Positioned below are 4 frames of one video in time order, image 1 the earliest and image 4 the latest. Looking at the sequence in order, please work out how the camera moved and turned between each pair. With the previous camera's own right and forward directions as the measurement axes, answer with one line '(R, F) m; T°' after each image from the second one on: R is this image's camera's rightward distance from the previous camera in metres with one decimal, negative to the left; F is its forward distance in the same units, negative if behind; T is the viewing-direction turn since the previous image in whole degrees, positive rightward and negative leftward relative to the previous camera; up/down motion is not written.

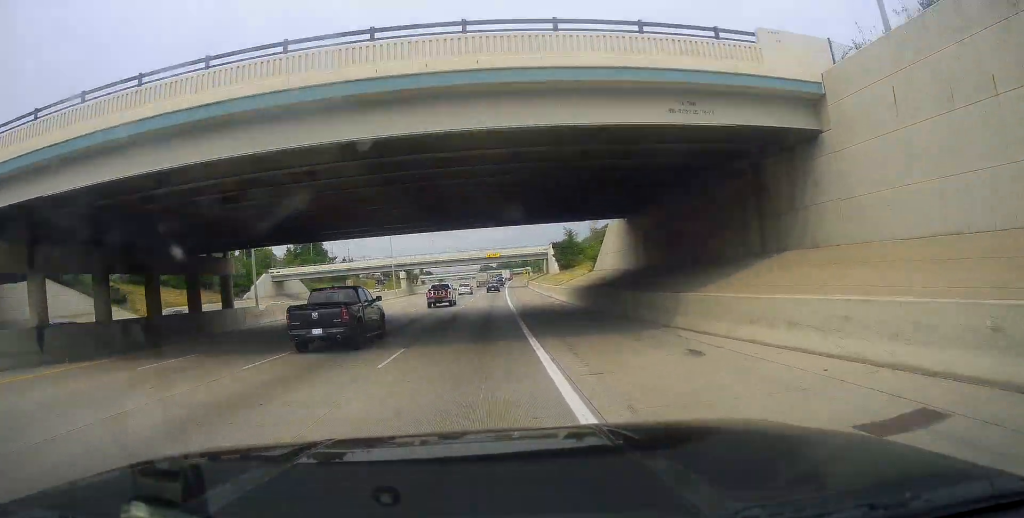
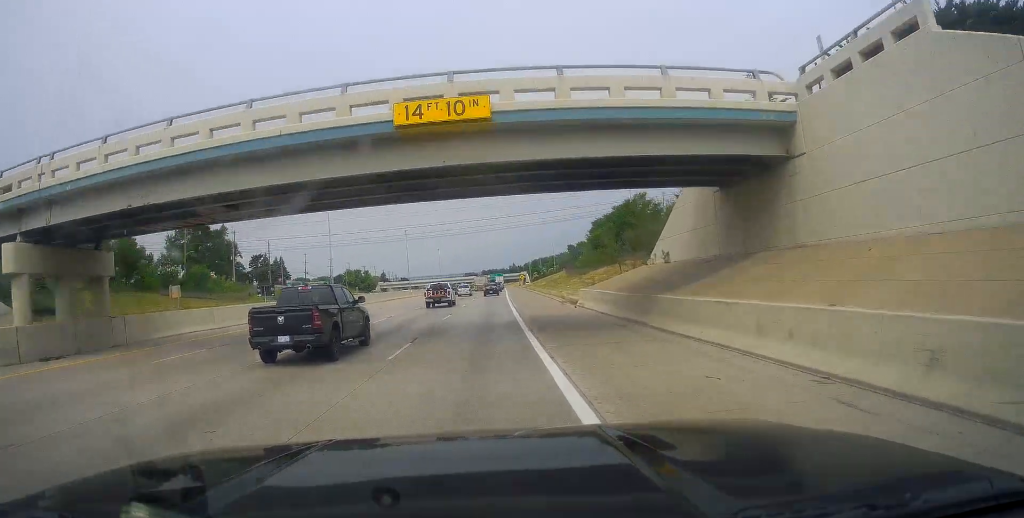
(+2.3, +89.6) m; +2°
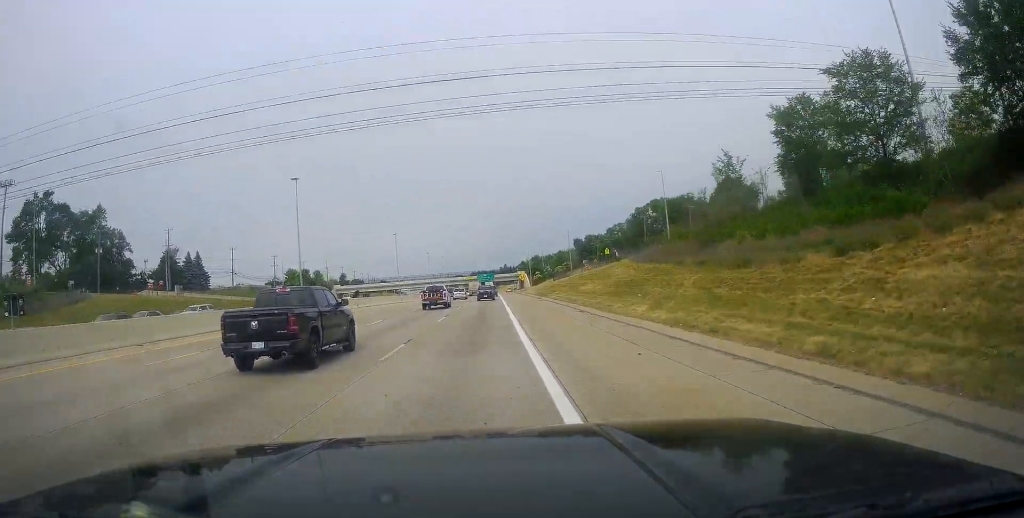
(-0.5, +61.6) m; +1°
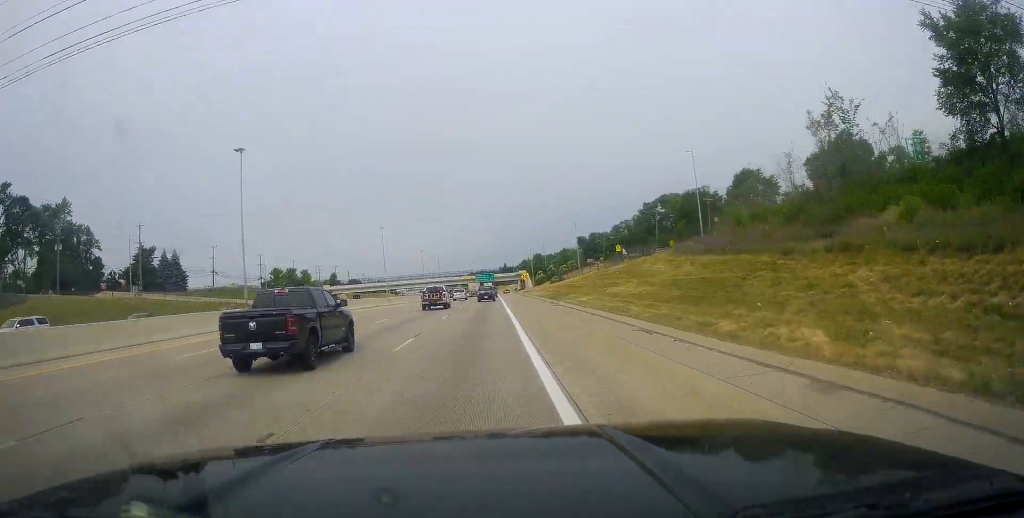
(+0.3, +13.1) m; +1°
